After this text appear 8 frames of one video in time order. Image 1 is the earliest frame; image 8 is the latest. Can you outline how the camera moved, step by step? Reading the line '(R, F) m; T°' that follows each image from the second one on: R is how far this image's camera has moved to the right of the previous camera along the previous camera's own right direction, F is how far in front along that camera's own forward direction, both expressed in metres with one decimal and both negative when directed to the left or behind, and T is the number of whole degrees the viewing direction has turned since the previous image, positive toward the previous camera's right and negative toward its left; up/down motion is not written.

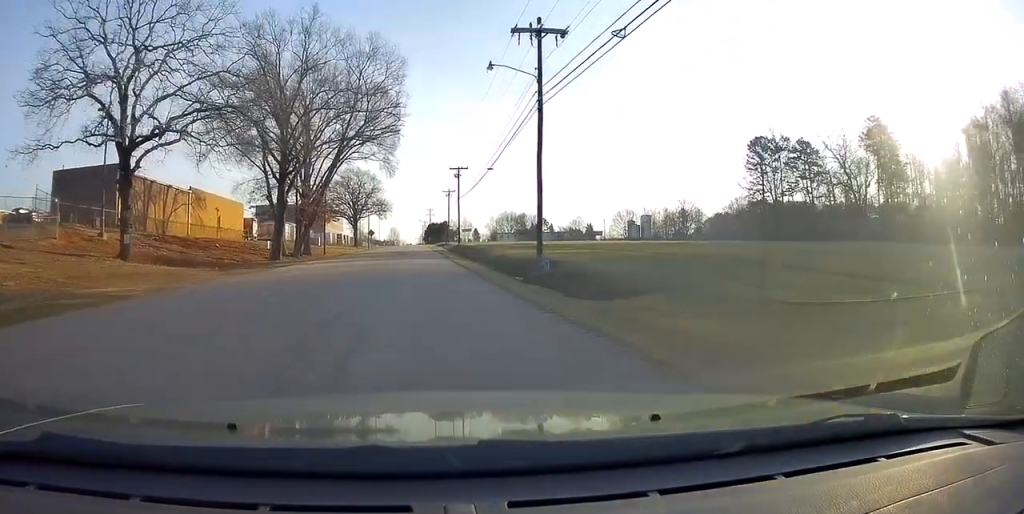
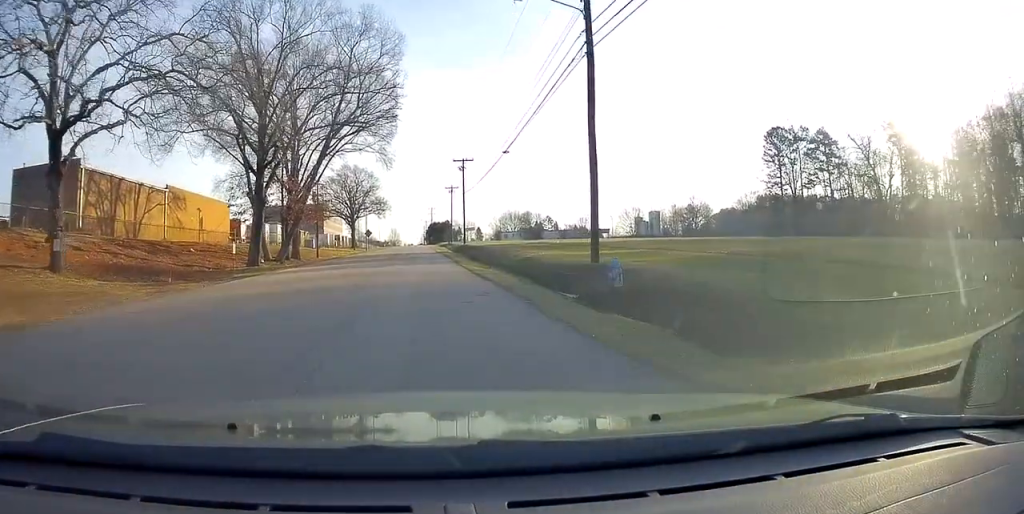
(-0.1, +7.5) m; 0°
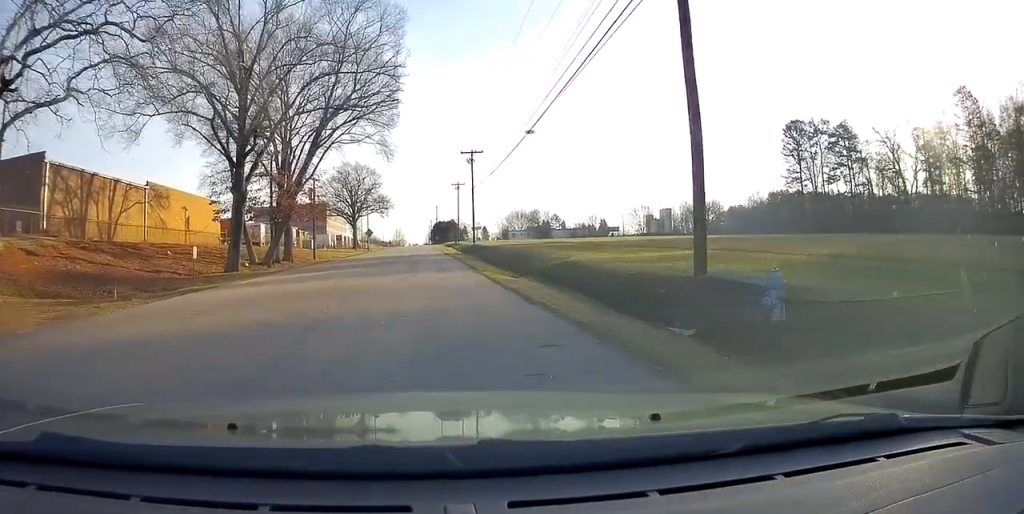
(-0.1, +6.2) m; 0°
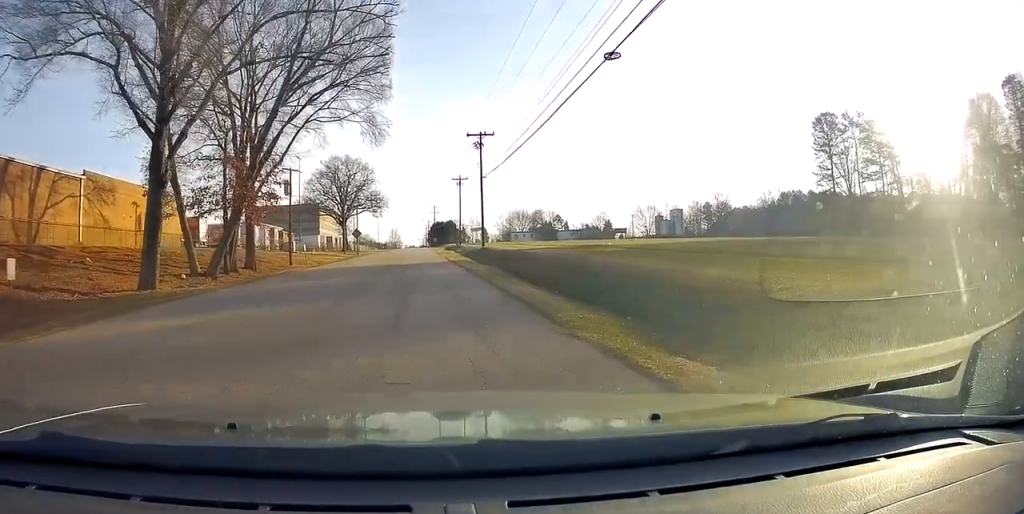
(+0.2, +12.5) m; +1°
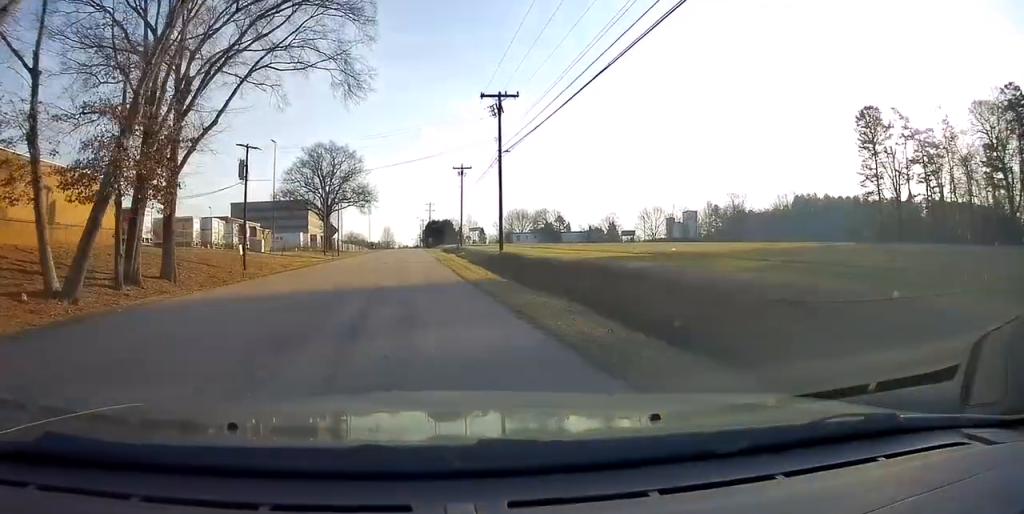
(+0.1, +15.0) m; -1°
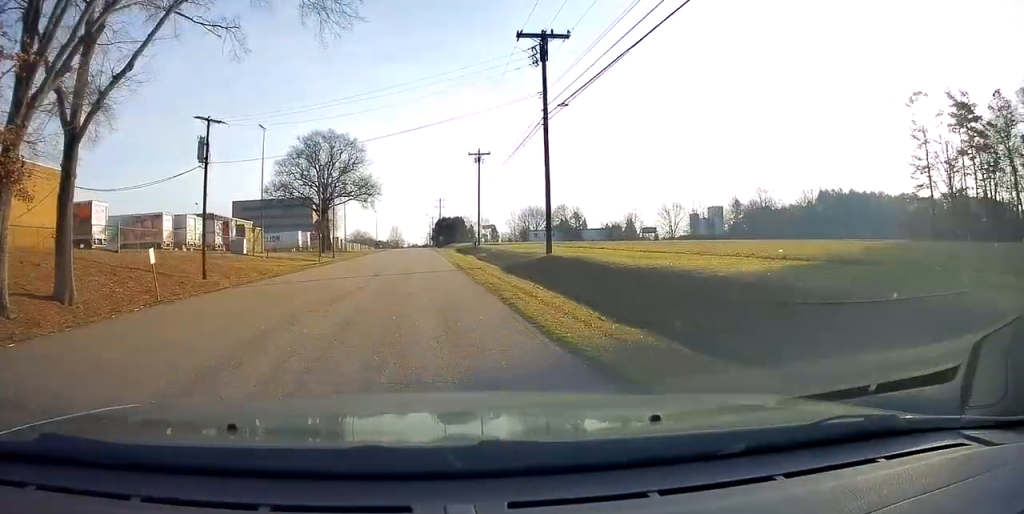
(-0.3, +11.3) m; 0°
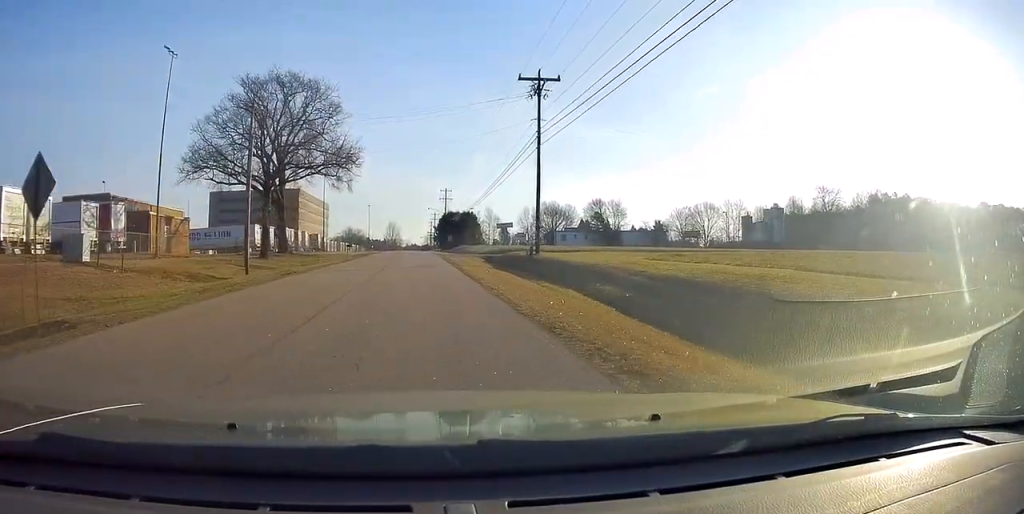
(+0.4, +32.0) m; +2°
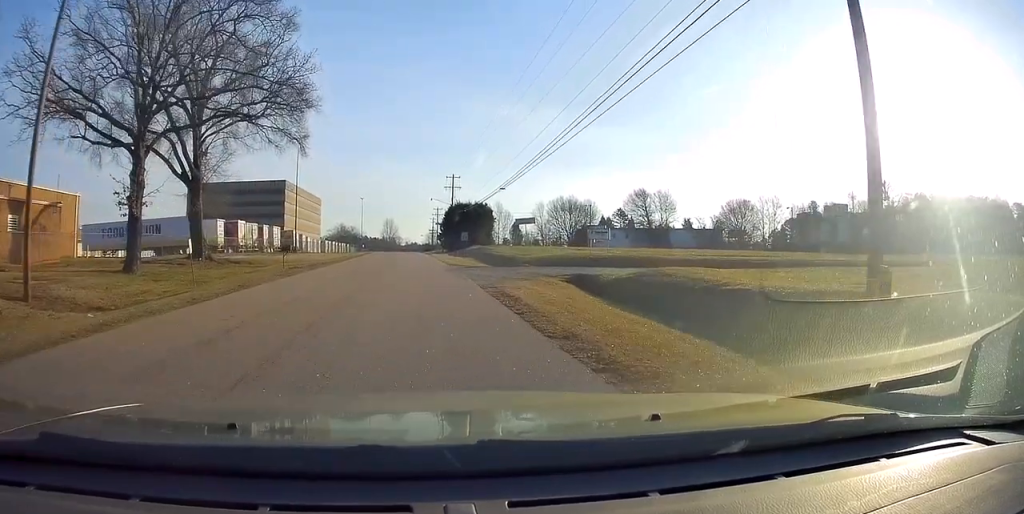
(+0.4, +25.9) m; 0°
